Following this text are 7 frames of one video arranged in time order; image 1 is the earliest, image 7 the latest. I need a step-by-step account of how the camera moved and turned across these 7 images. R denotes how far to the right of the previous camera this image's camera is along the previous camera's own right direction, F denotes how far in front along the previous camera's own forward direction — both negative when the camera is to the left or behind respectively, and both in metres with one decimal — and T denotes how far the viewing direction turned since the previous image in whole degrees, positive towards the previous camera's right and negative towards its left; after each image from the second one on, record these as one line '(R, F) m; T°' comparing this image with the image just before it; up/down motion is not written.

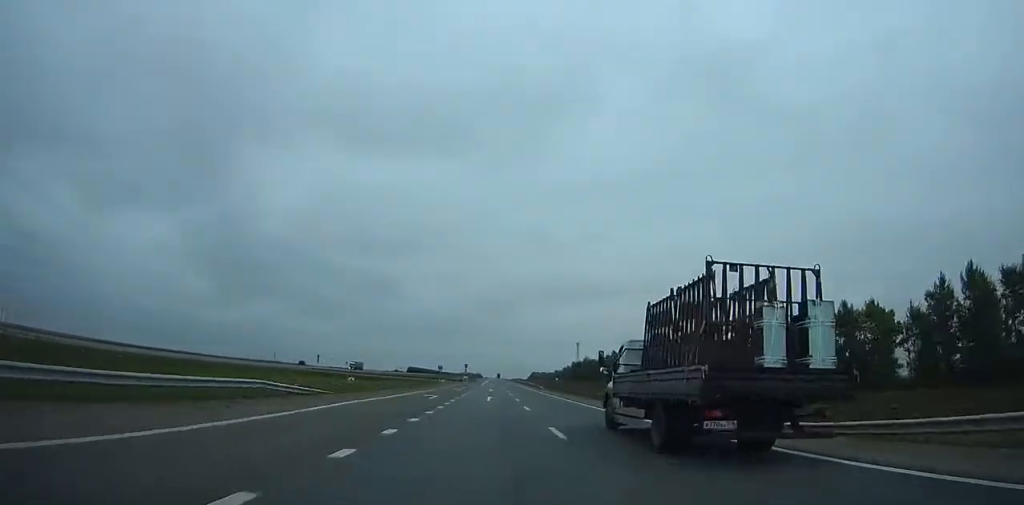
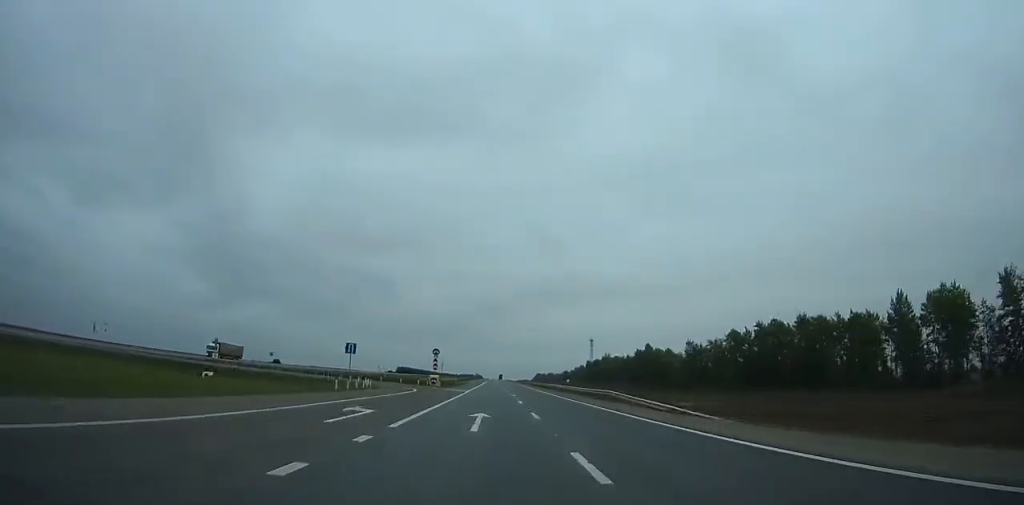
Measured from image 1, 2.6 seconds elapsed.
(+0.5, +77.4) m; 0°
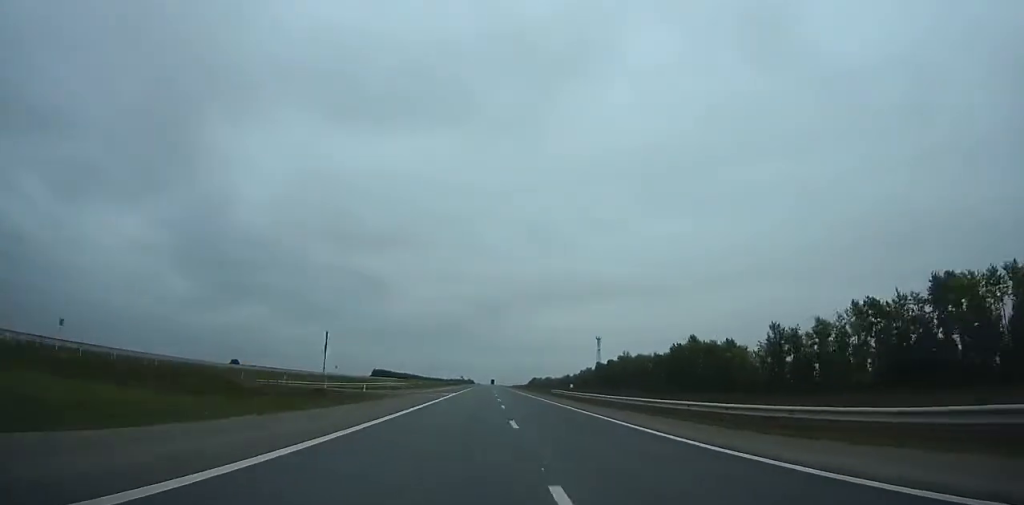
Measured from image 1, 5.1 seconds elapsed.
(-0.1, +74.8) m; 0°
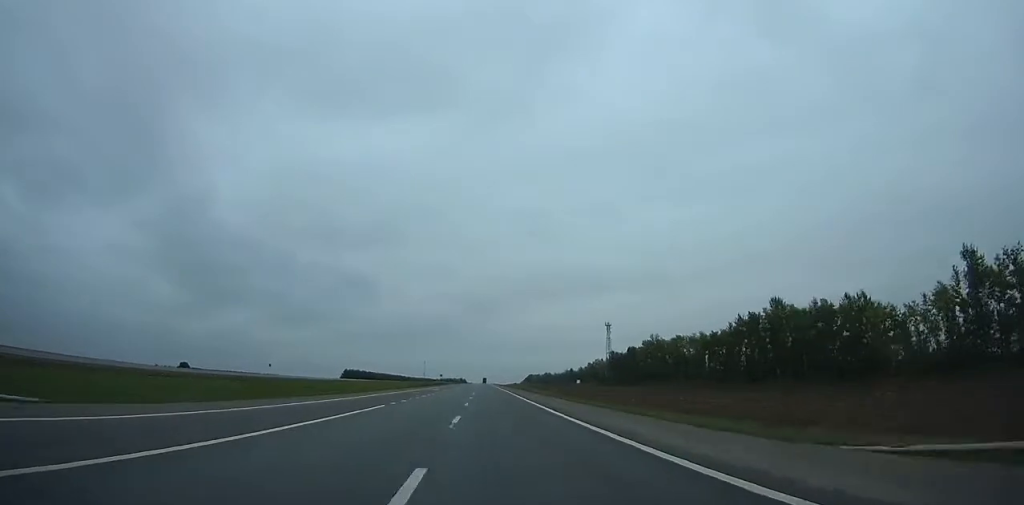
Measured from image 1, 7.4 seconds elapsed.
(+0.3, +69.2) m; 0°
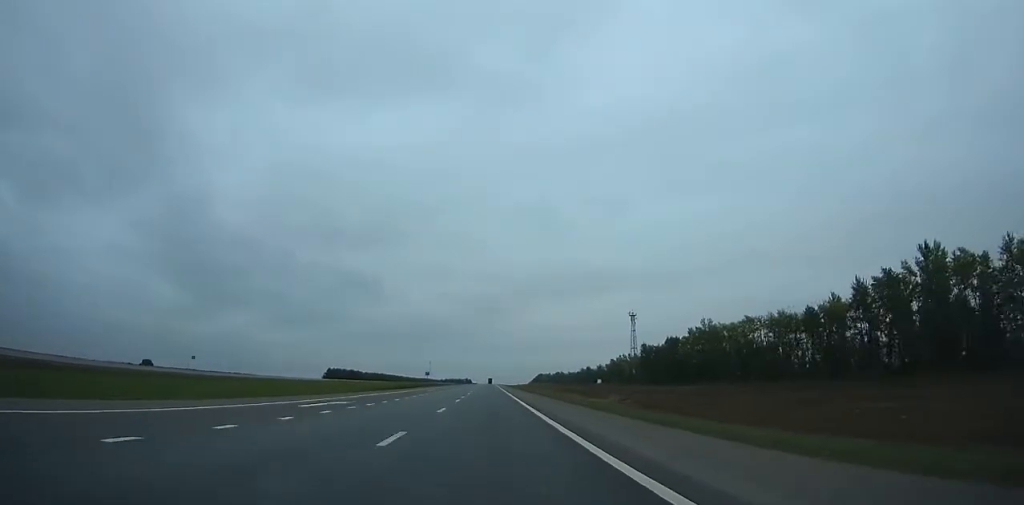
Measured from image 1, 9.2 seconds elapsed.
(-0.1, +54.3) m; 0°
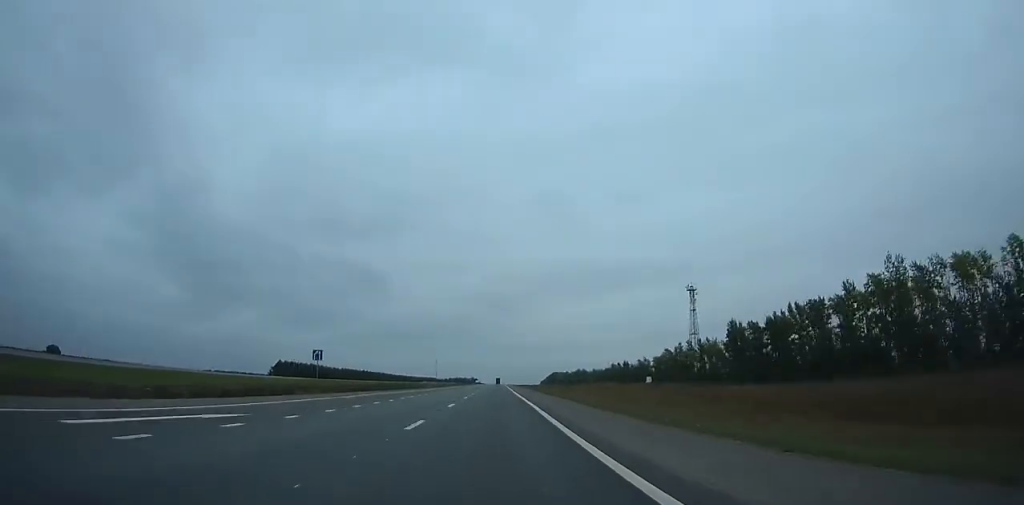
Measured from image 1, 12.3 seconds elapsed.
(-0.3, +93.8) m; 0°
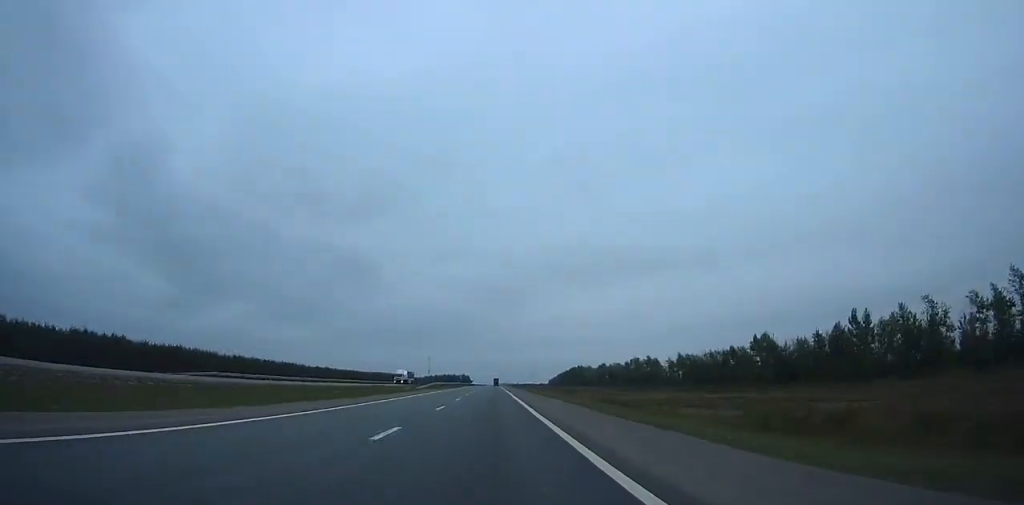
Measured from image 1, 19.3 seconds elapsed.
(-7.8, +212.3) m; 0°
